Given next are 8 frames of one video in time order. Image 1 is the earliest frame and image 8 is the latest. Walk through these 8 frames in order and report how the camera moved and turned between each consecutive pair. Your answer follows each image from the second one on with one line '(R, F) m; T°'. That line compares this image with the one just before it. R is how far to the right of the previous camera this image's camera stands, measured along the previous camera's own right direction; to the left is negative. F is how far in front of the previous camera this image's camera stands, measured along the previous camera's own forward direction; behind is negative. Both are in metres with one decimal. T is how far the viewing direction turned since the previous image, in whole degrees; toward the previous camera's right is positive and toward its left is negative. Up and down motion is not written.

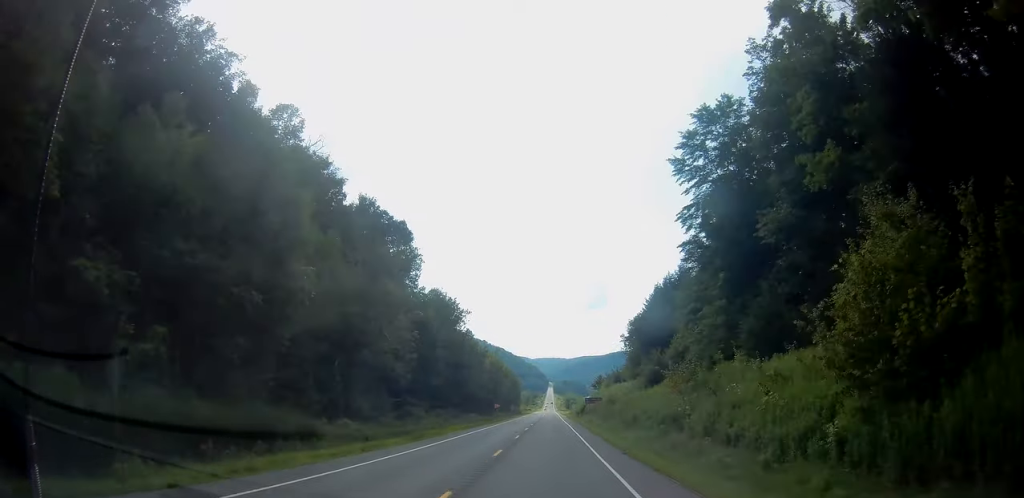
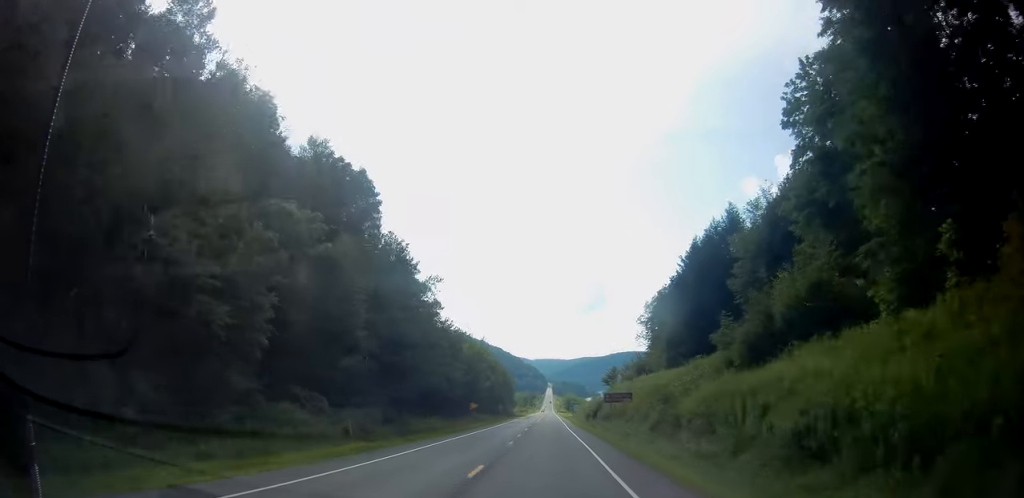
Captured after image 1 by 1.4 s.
(+0.3, +30.4) m; +1°
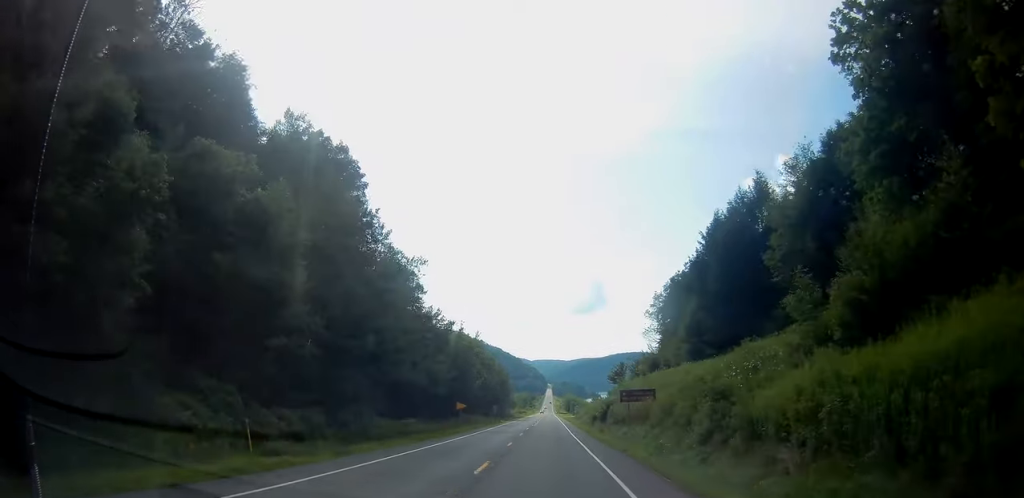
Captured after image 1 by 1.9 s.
(-0.1, +11.1) m; 0°
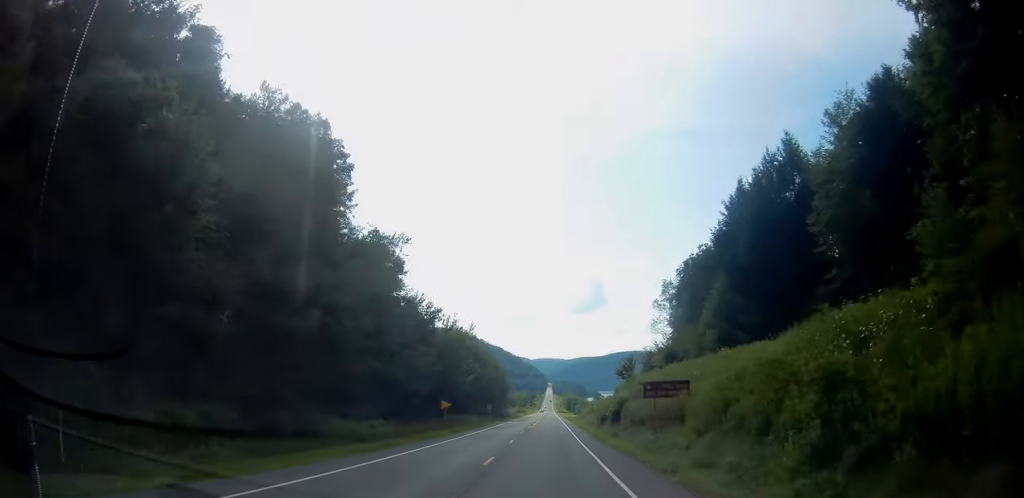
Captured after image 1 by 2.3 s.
(0.0, +9.6) m; 0°
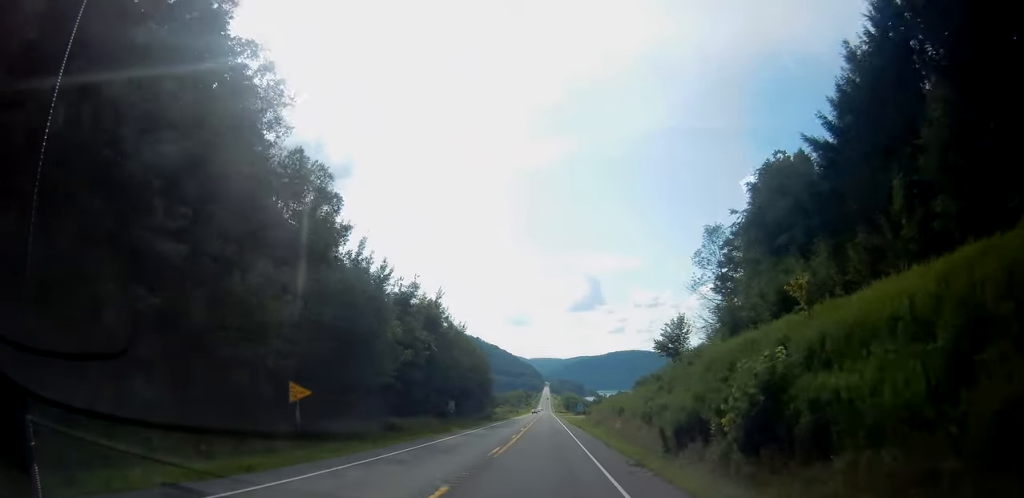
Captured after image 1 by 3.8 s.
(-0.1, +32.4) m; -1°
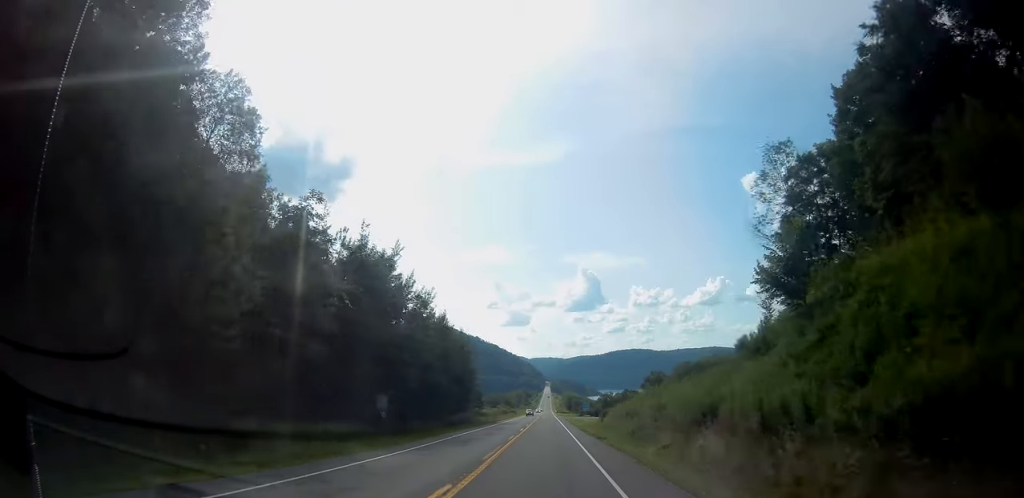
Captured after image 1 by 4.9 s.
(-0.2, +24.3) m; 0°
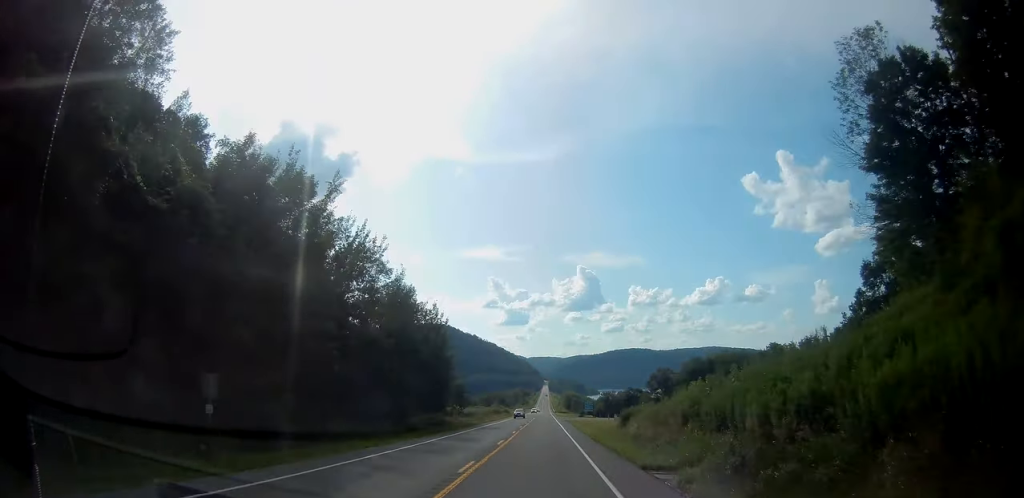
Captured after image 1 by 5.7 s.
(+0.2, +18.5) m; 0°
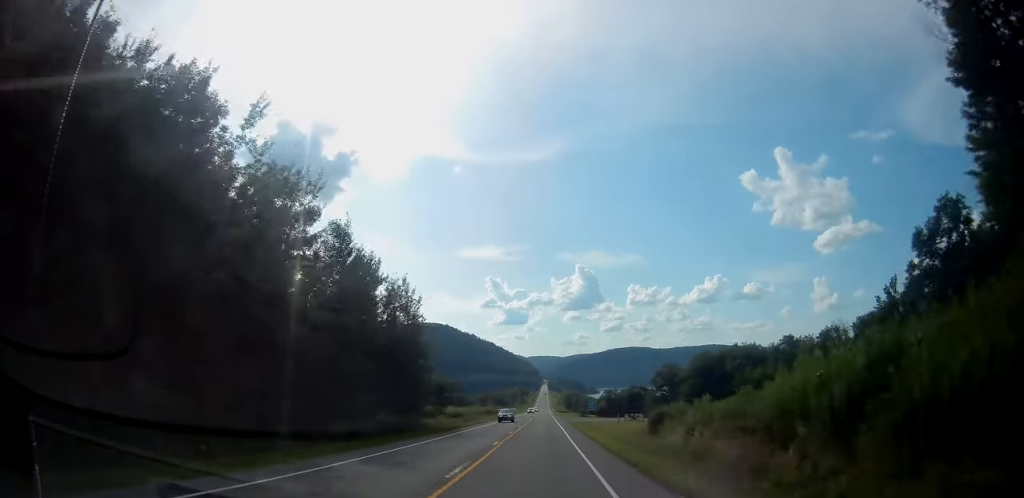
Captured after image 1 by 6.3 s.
(+0.1, +13.3) m; 0°
